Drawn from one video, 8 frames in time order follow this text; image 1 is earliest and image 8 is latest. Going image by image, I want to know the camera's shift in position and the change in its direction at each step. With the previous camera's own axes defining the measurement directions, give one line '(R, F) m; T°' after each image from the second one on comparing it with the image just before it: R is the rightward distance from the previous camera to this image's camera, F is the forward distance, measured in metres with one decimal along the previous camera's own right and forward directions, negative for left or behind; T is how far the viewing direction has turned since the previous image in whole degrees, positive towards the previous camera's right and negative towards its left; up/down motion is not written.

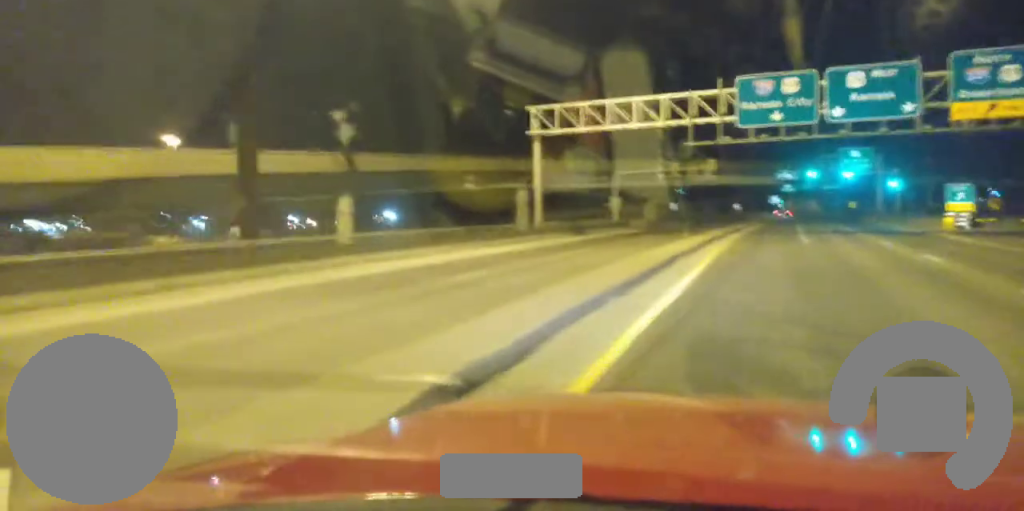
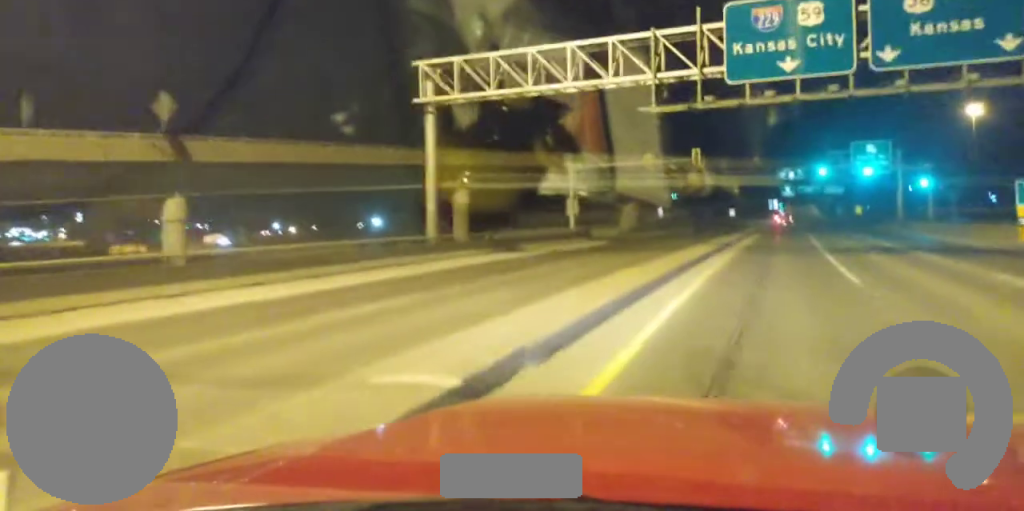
(+0.4, +18.0) m; +2°
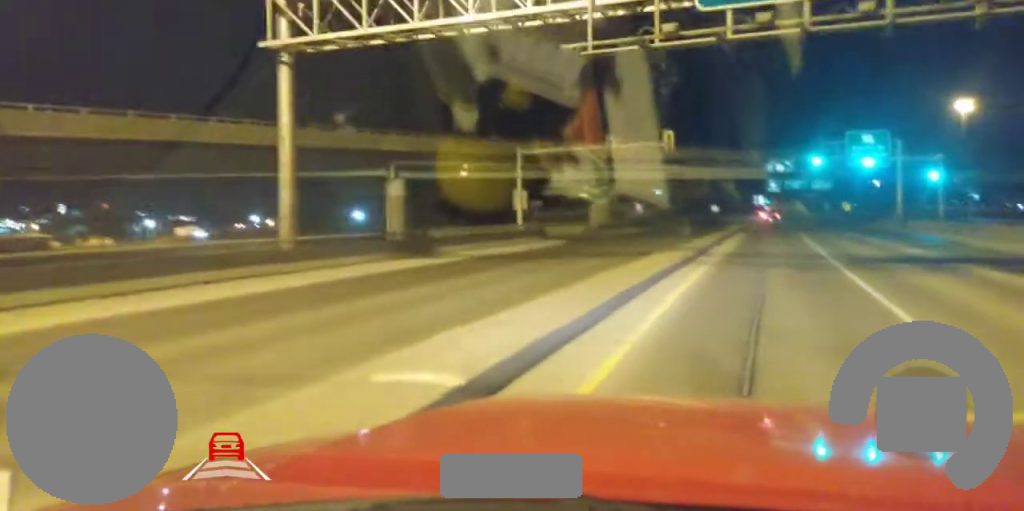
(0.0, +10.7) m; 0°
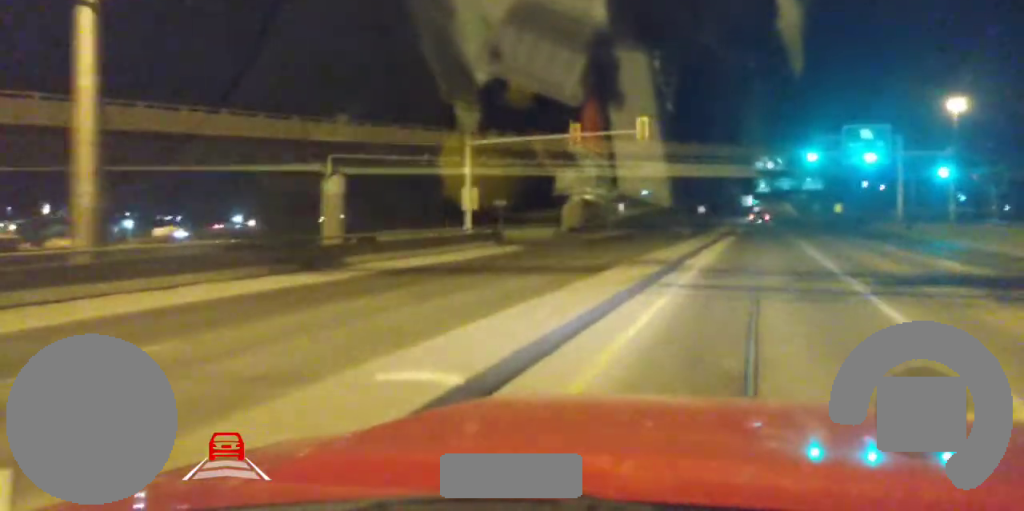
(0.0, +7.5) m; 0°
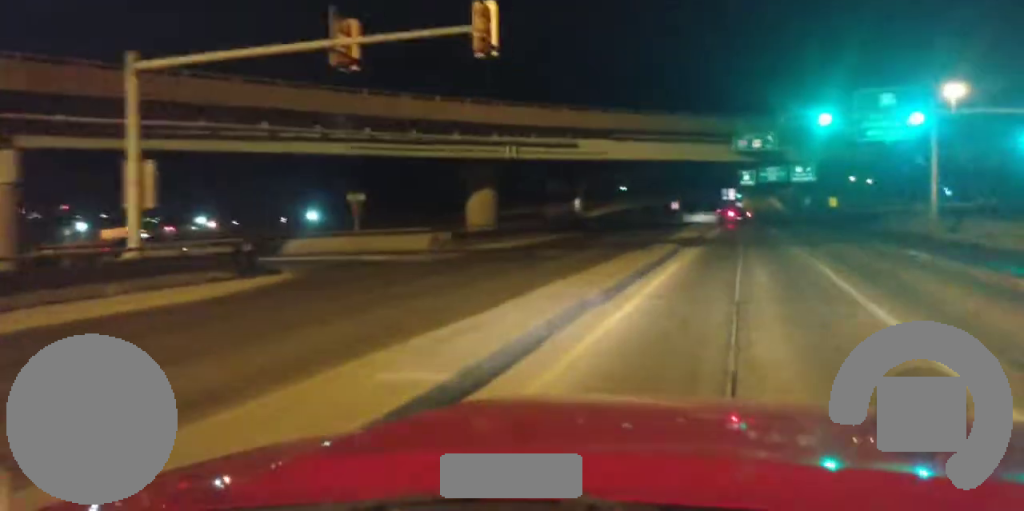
(0.0, +22.0) m; -1°
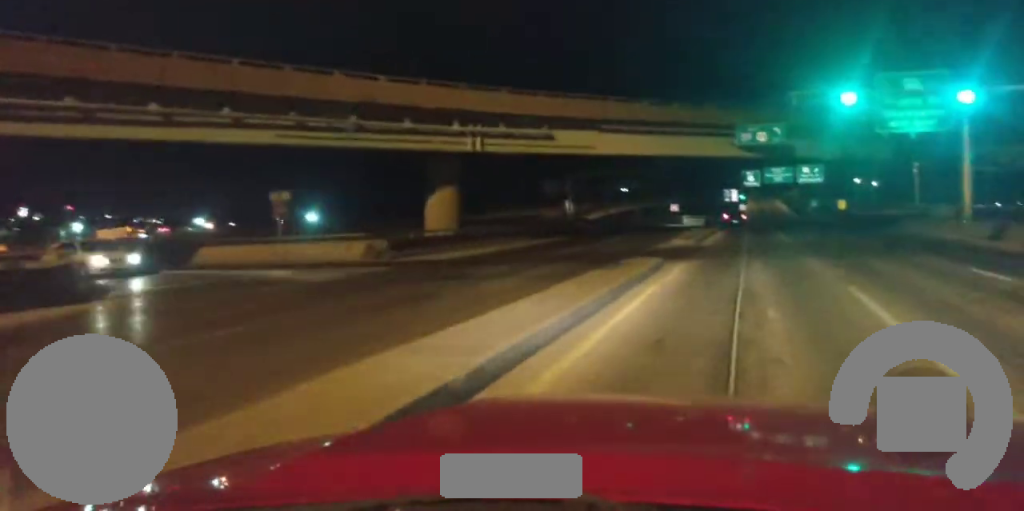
(0.0, +7.8) m; -1°
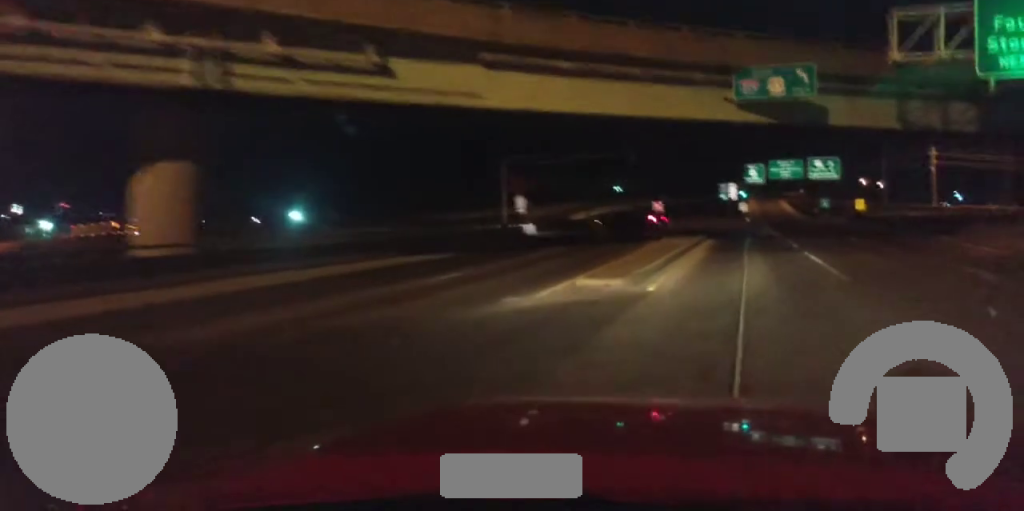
(+0.5, +22.7) m; +3°
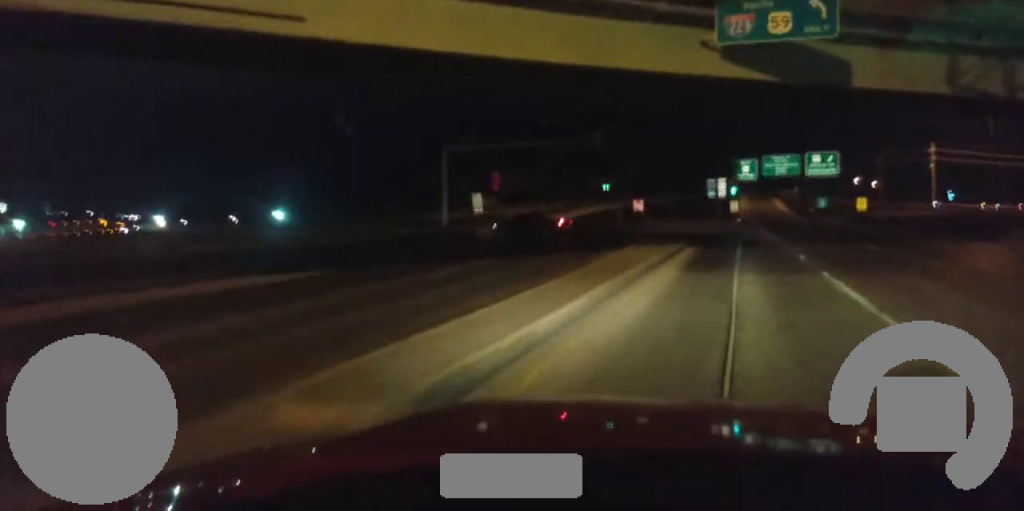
(-0.1, +10.9) m; -2°
